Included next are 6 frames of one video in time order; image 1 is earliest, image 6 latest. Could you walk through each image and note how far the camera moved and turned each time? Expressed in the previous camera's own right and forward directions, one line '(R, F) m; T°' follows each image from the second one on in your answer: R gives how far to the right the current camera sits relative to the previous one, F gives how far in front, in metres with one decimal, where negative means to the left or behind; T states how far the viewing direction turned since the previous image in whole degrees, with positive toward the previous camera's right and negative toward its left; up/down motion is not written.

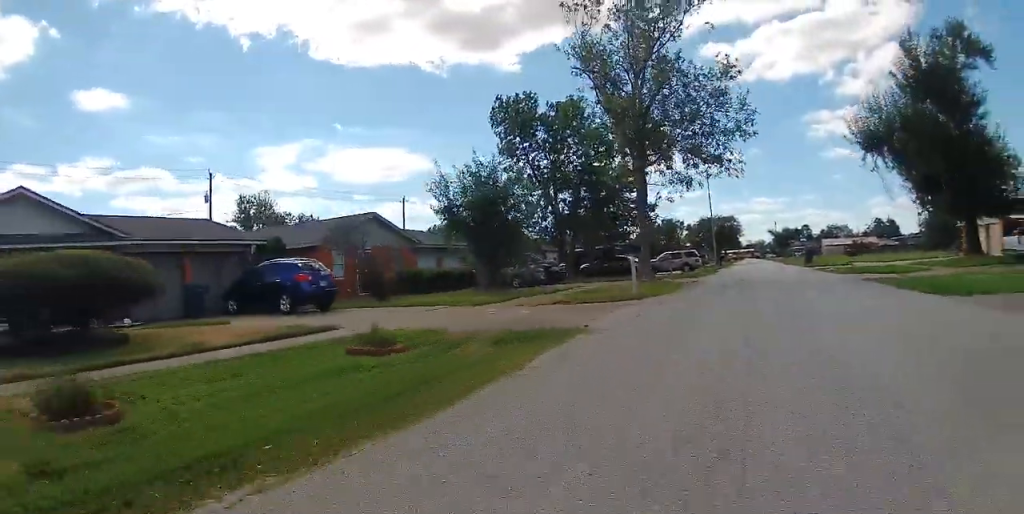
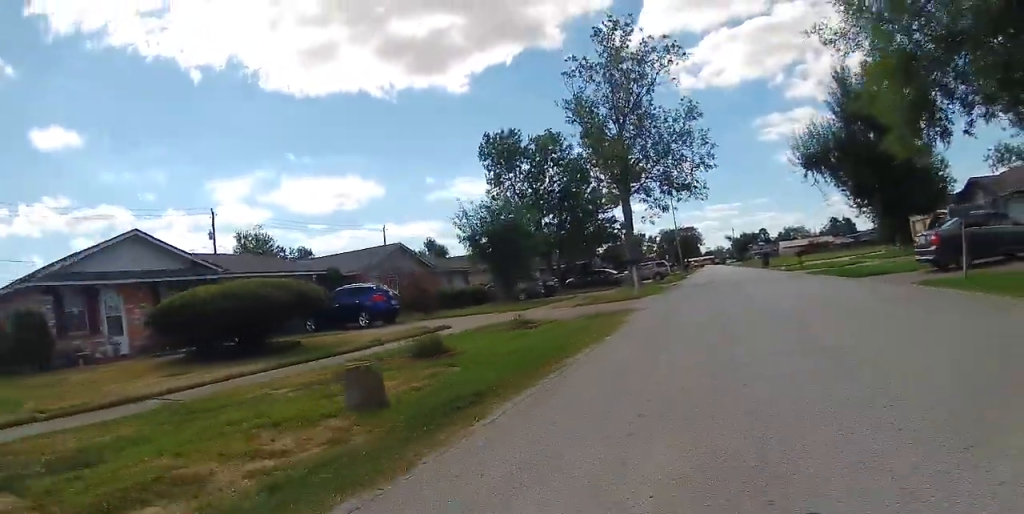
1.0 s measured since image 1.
(+0.5, +6.3) m; +3°
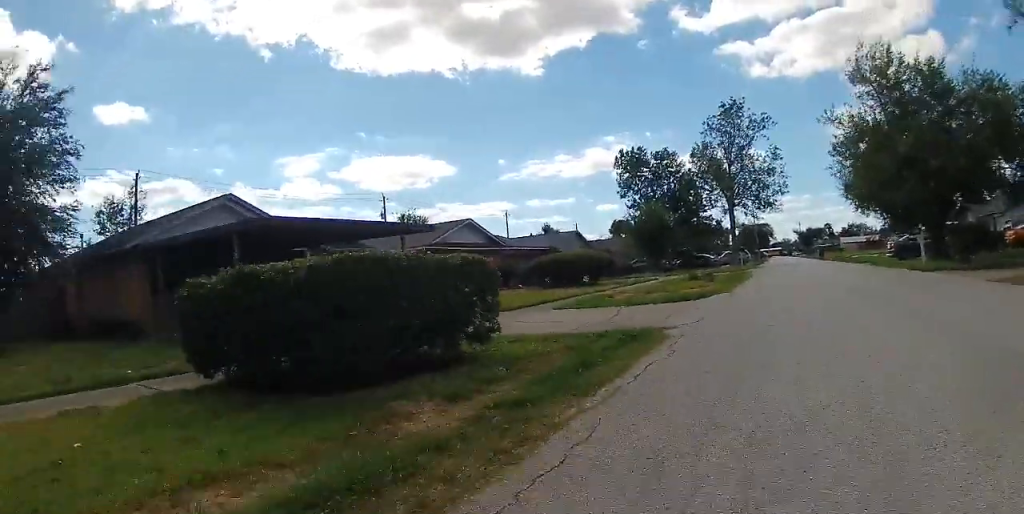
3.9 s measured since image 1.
(-1.9, +17.1) m; -9°
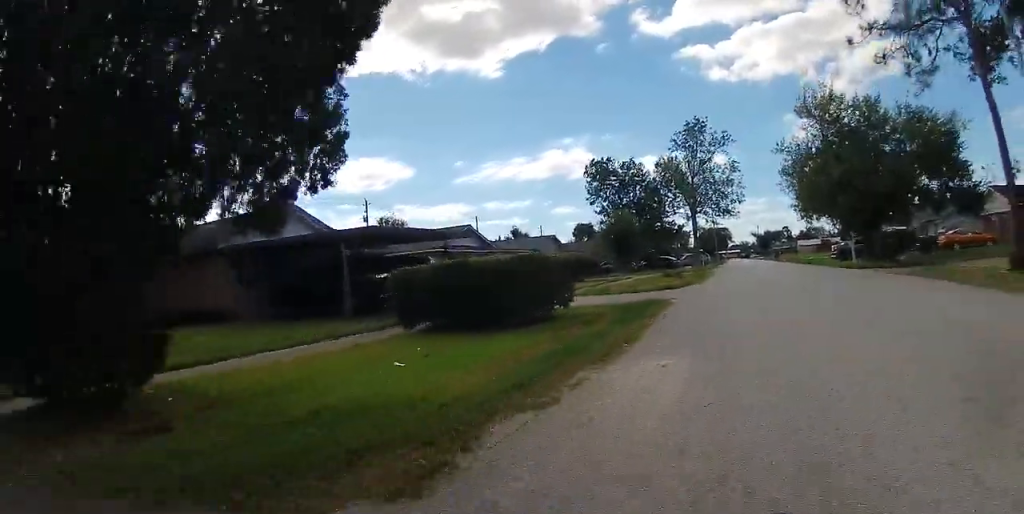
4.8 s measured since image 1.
(+0.1, +5.0) m; +2°
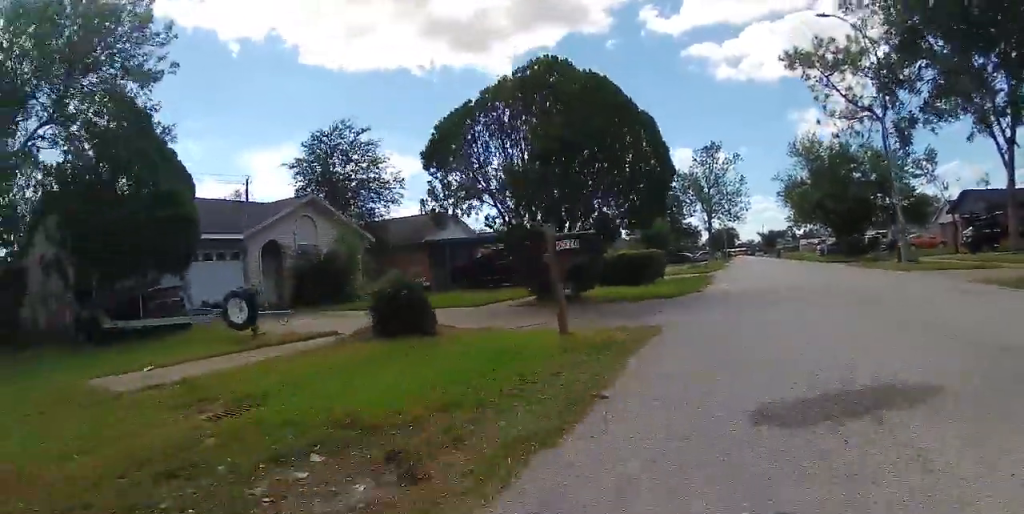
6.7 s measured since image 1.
(+0.6, +10.6) m; +5°
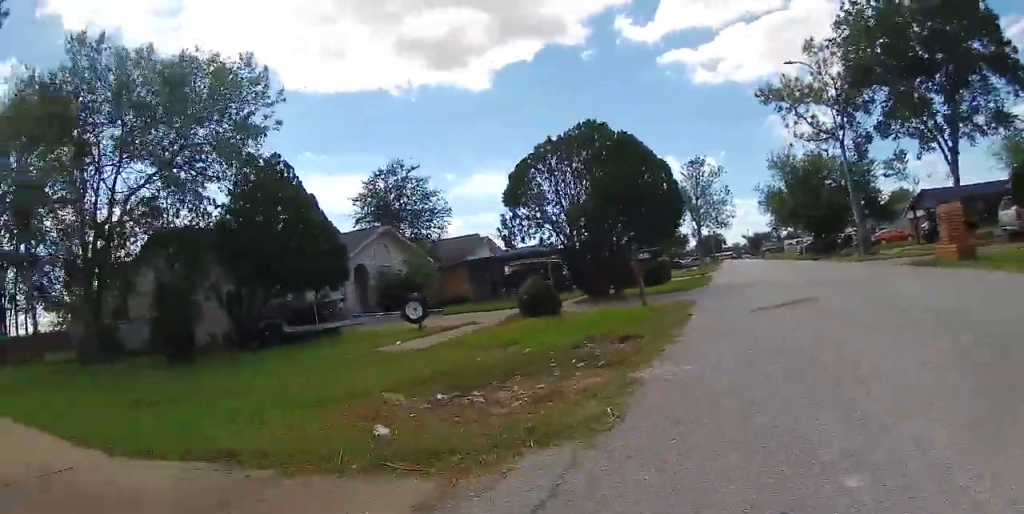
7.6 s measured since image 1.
(0.0, +4.8) m; -3°
